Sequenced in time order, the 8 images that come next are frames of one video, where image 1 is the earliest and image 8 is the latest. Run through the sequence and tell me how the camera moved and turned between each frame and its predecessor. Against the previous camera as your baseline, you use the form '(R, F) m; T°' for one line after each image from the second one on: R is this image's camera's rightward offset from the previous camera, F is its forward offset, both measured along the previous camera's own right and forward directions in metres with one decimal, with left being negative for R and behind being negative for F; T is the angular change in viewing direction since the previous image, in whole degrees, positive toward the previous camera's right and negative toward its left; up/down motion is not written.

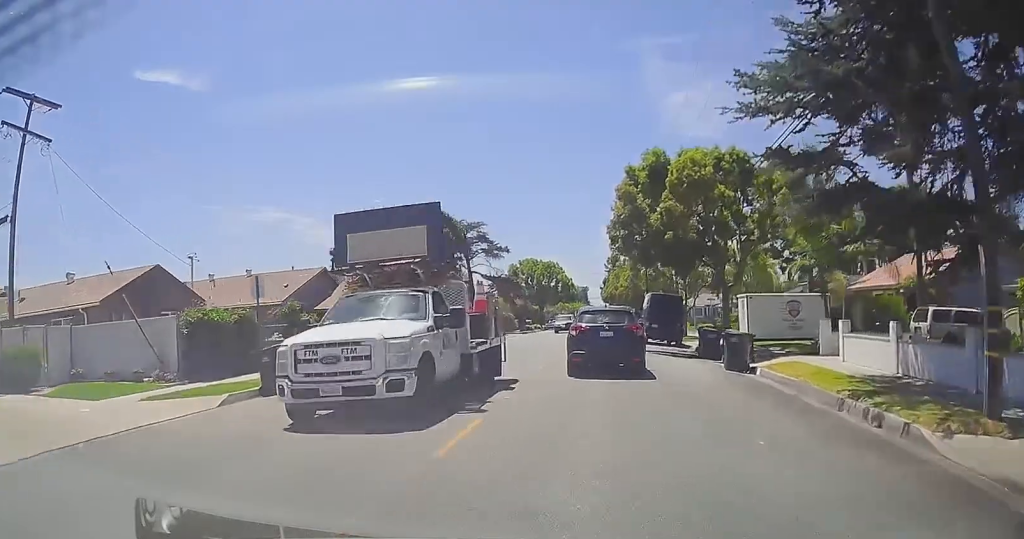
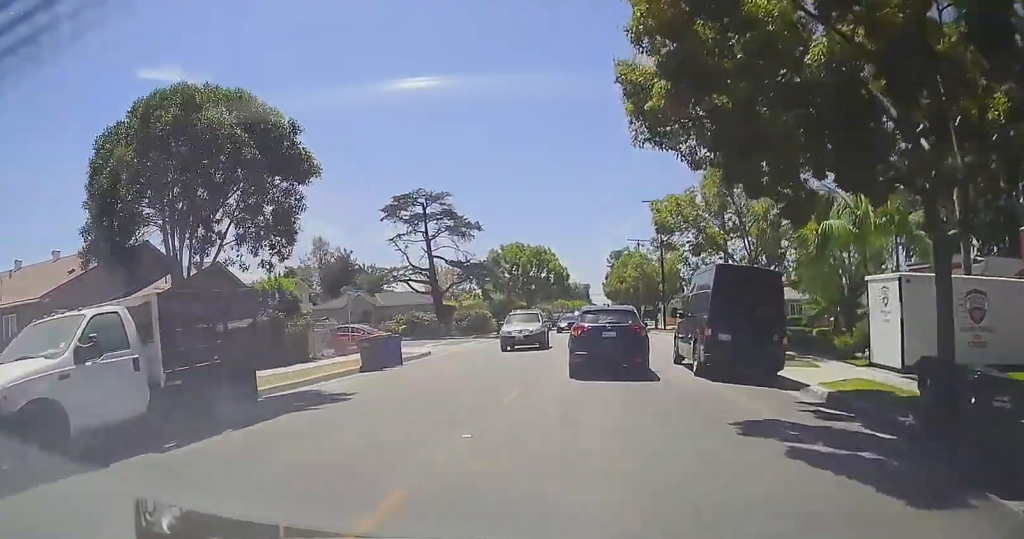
(+0.6, +18.0) m; -1°
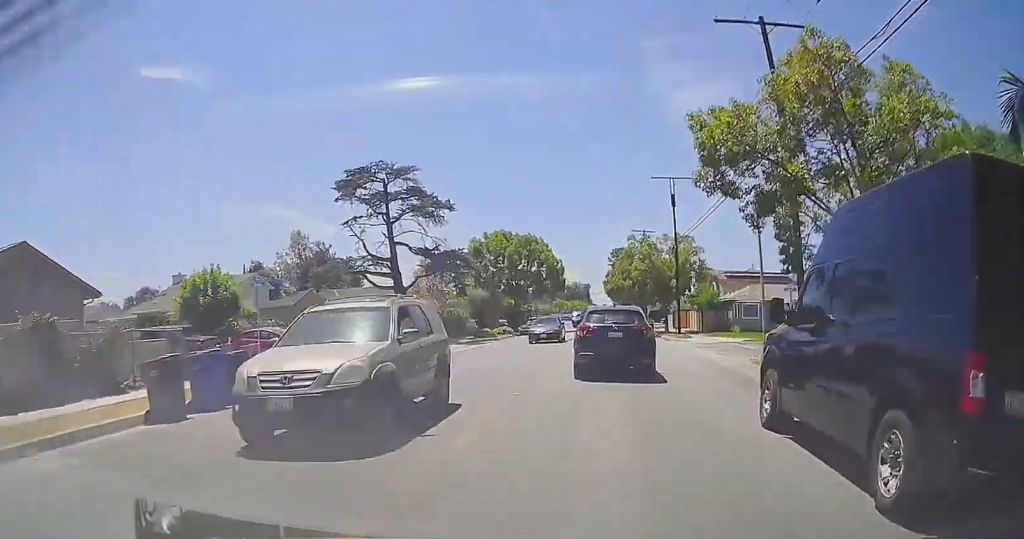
(-0.7, +10.7) m; 0°
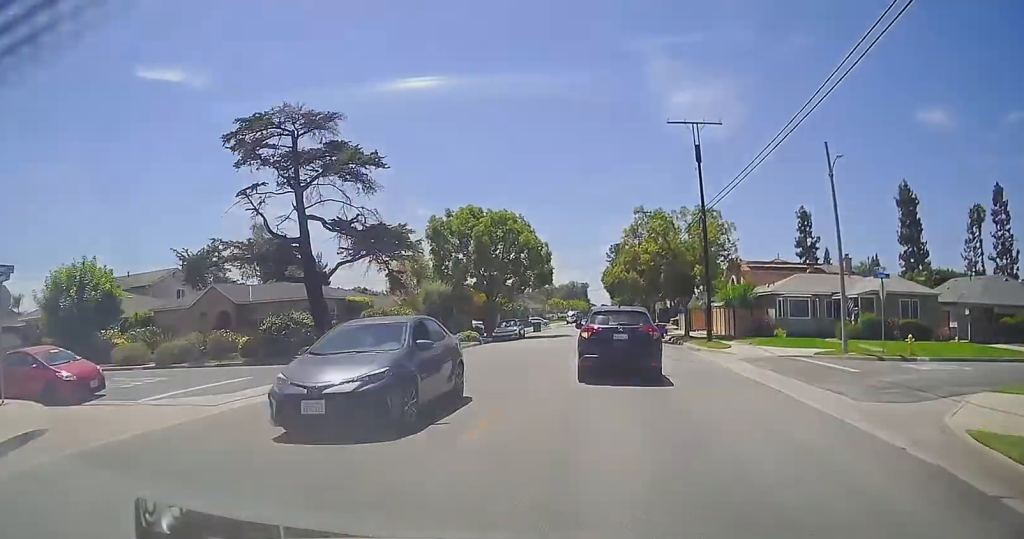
(+0.8, +14.1) m; +2°
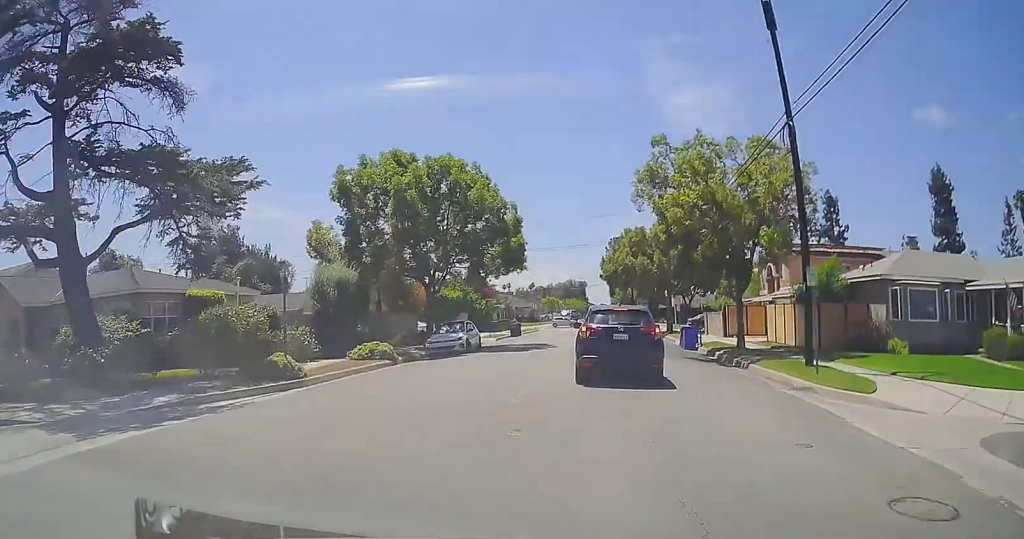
(-0.4, +17.7) m; -2°
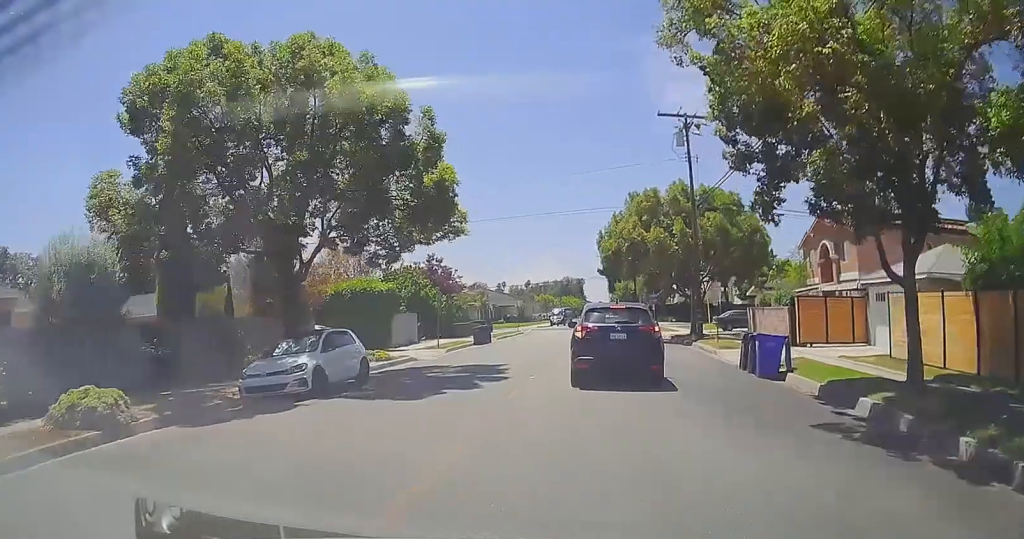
(+0.1, +14.8) m; 0°
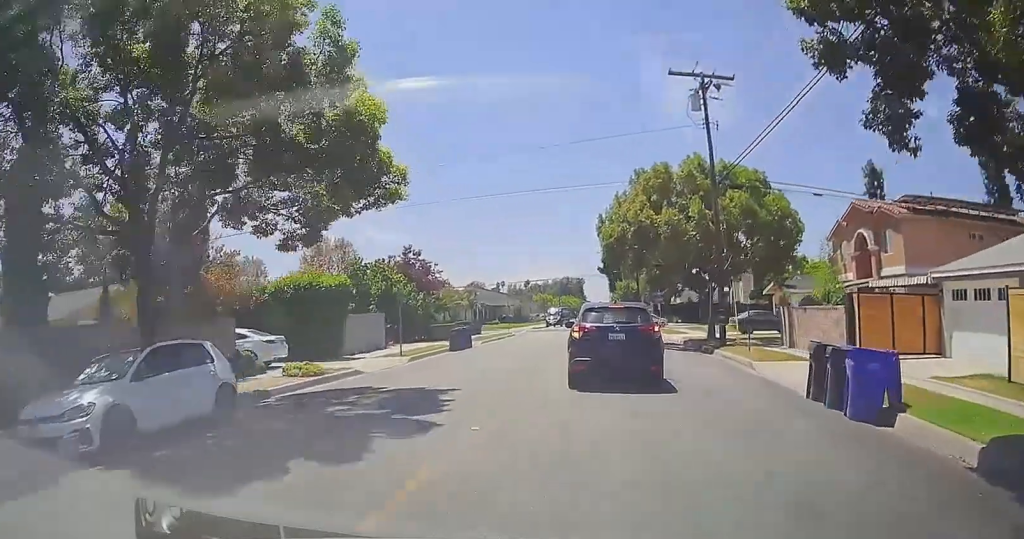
(0.0, +6.2) m; 0°
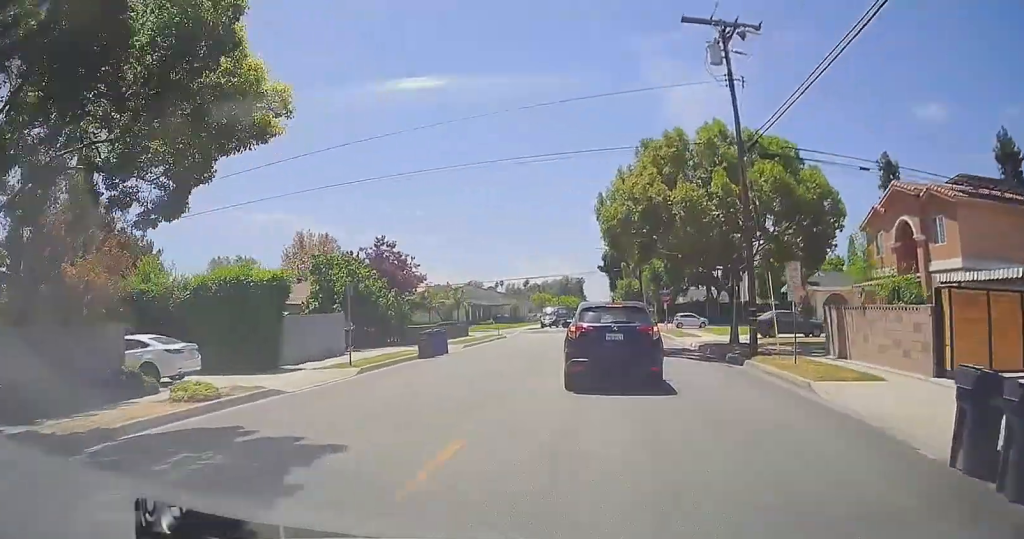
(0.0, +6.1) m; 0°
